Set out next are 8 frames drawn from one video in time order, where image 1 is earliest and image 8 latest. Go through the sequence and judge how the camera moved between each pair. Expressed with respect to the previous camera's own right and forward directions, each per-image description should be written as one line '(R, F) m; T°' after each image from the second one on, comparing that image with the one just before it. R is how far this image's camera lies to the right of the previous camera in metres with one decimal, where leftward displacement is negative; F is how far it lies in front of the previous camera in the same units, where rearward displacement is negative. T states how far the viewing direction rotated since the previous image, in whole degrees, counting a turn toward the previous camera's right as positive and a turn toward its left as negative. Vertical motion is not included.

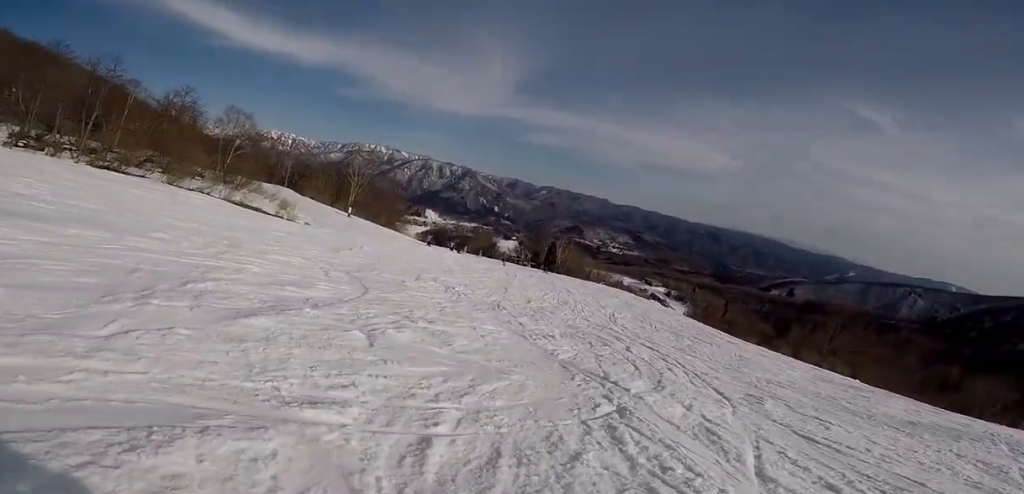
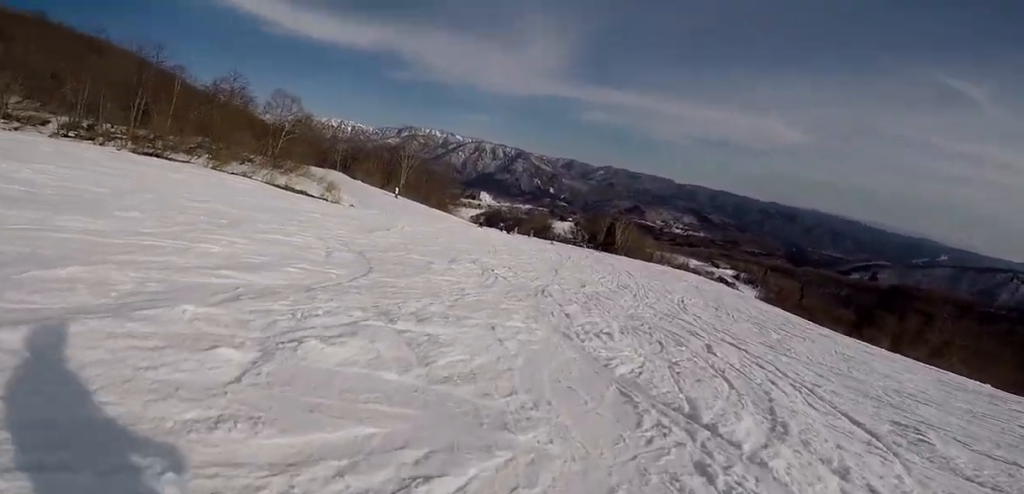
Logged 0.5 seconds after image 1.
(-0.3, +2.7) m; -16°
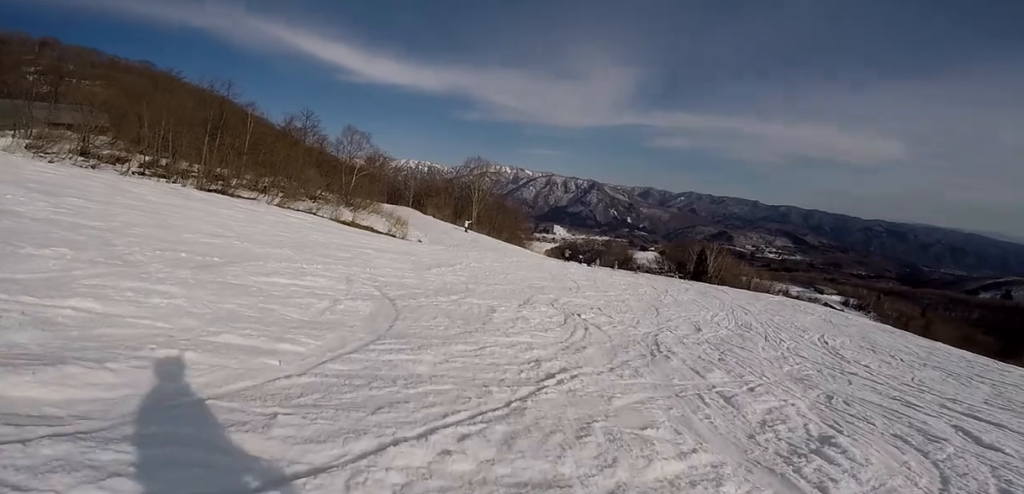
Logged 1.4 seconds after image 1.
(-0.6, +4.4) m; -24°
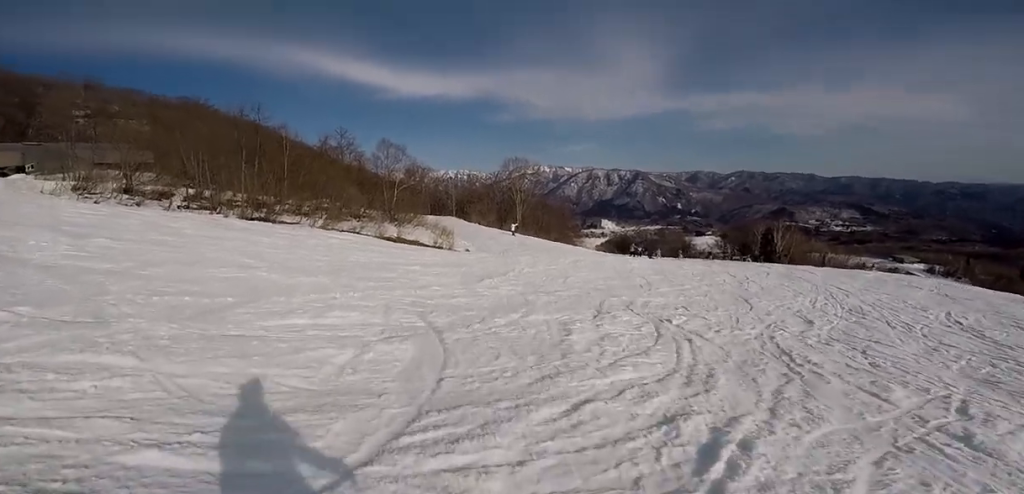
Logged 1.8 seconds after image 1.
(-0.7, +2.3) m; -14°
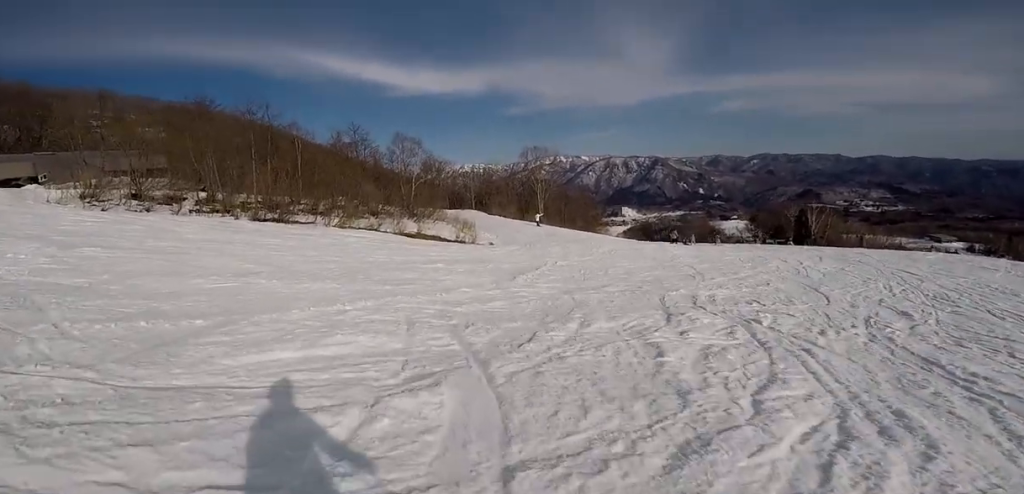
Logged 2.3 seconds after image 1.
(-0.2, +2.5) m; -15°
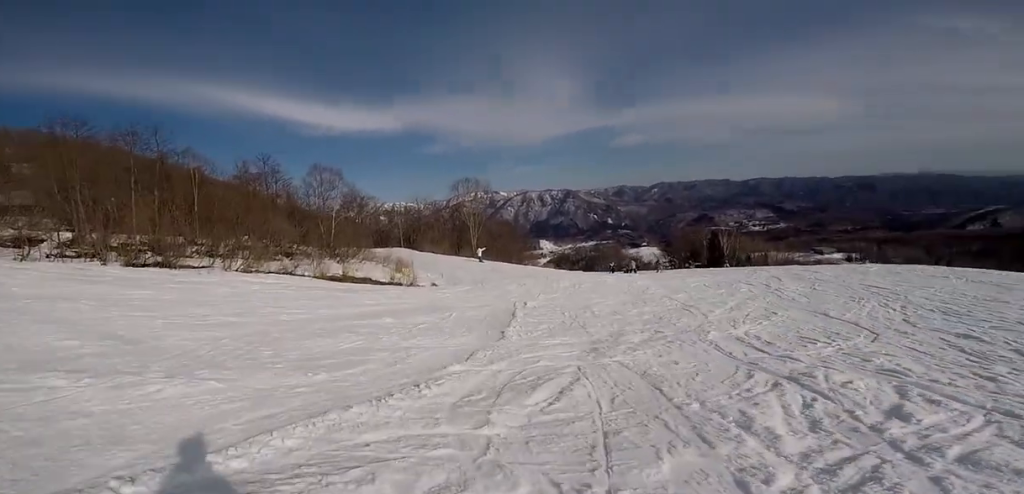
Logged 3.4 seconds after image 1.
(-1.3, +5.5) m; +17°
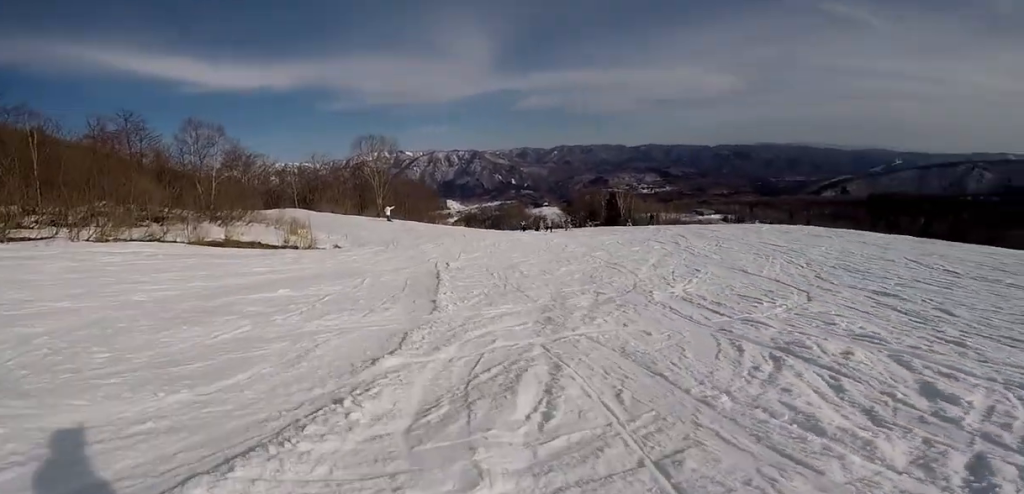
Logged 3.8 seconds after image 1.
(+1.2, +2.0) m; +19°
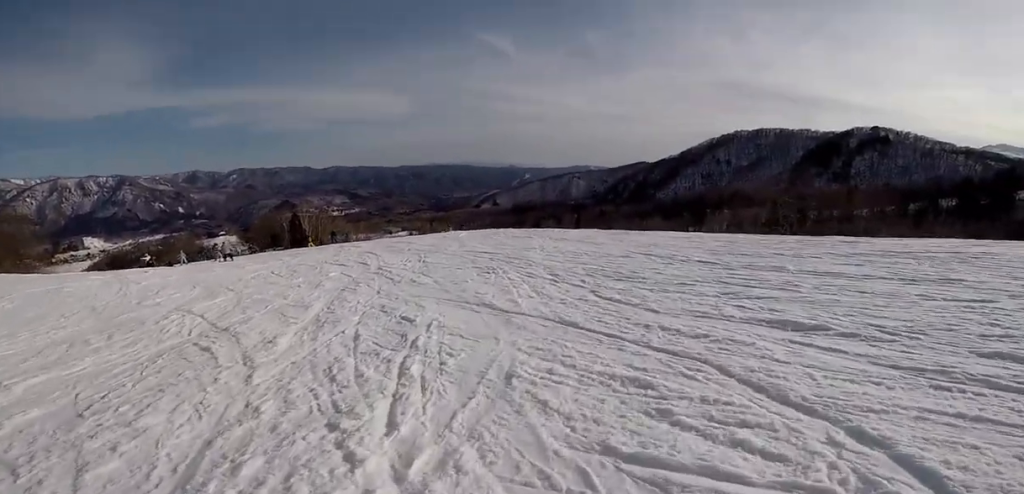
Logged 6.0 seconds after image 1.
(+7.6, +8.8) m; +55°
